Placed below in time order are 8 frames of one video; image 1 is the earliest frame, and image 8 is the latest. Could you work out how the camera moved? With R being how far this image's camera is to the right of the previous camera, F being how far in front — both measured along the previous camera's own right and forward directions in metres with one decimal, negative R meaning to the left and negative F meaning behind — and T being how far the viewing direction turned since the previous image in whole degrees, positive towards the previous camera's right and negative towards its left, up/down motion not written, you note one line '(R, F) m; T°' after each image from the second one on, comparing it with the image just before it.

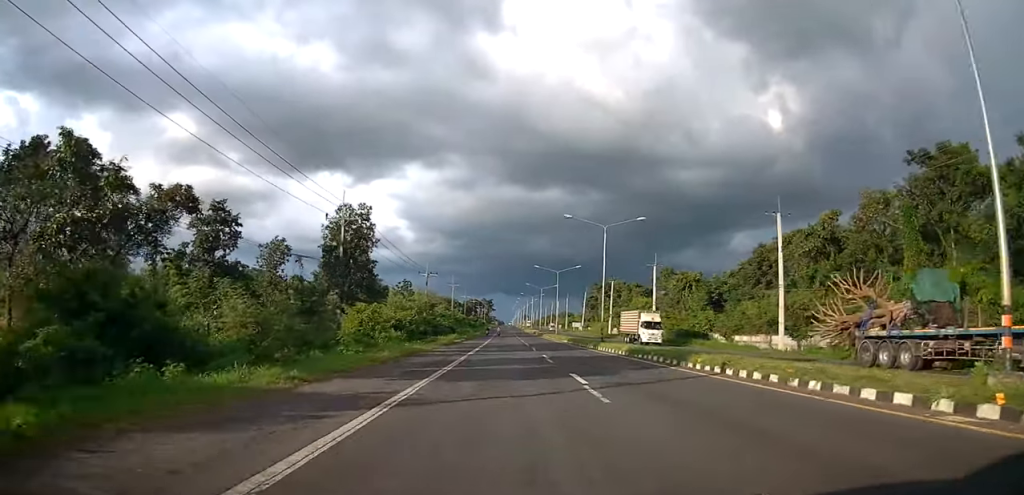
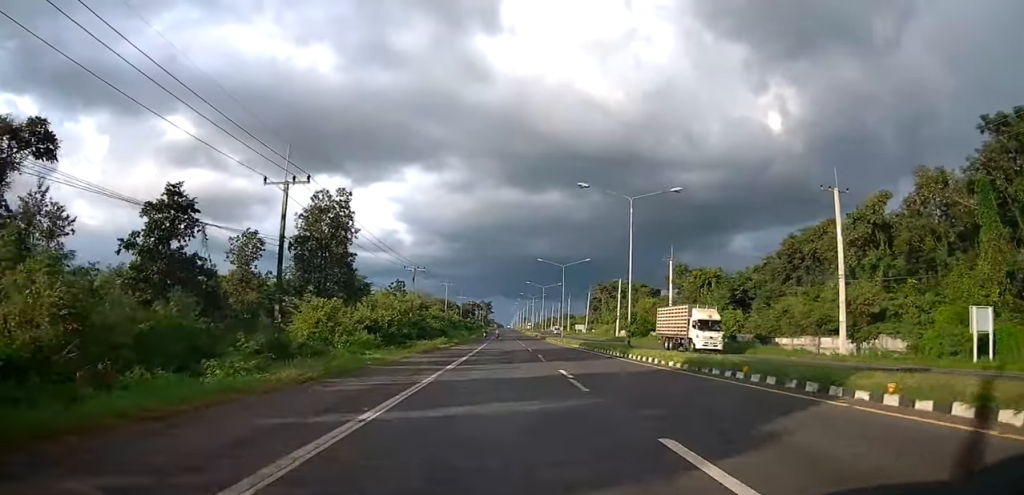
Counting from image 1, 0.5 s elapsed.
(+0.2, +9.7) m; +1°
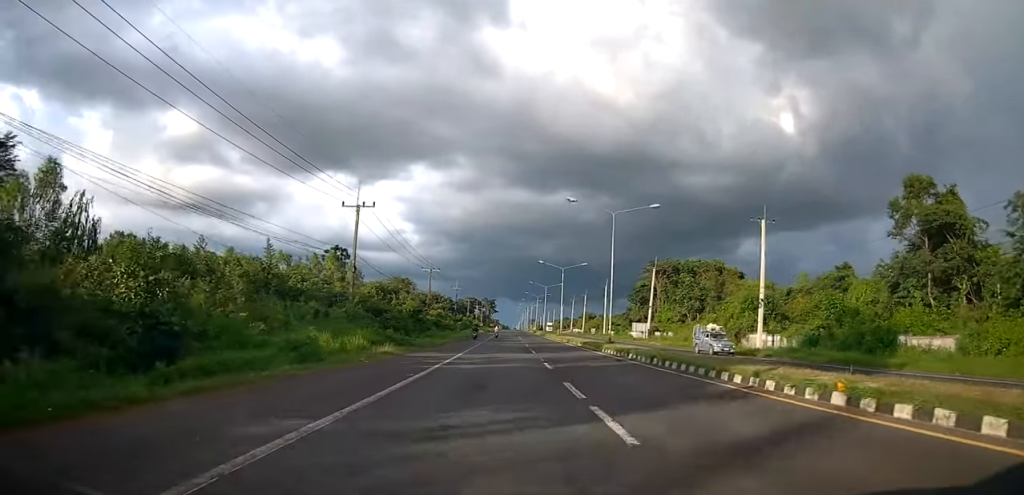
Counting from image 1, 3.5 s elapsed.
(+0.7, +65.8) m; -1°
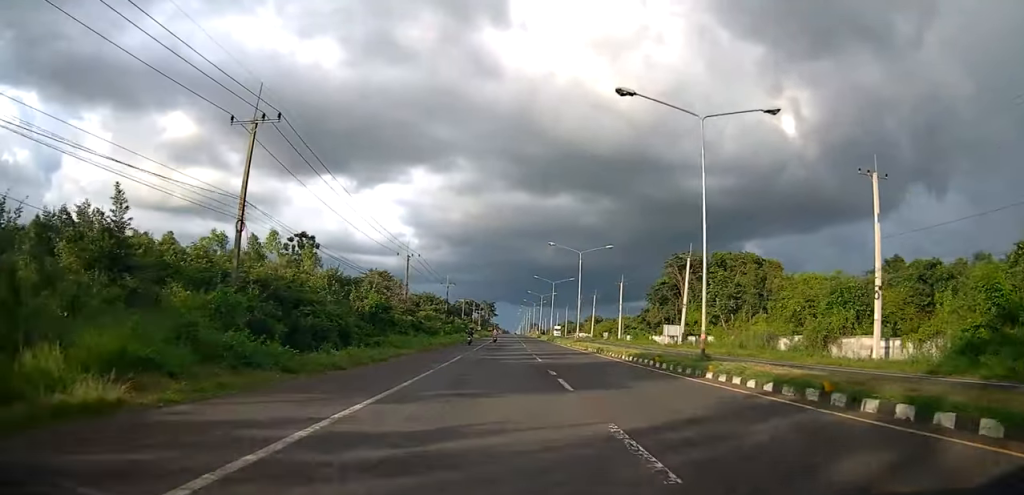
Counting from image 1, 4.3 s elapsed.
(-0.4, +17.9) m; 0°
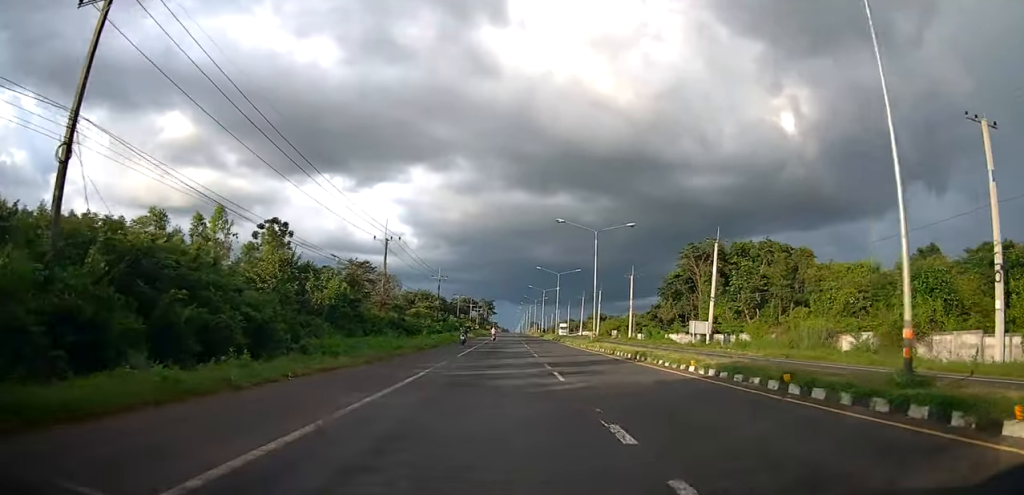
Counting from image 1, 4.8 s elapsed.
(+0.4, +10.6) m; 0°
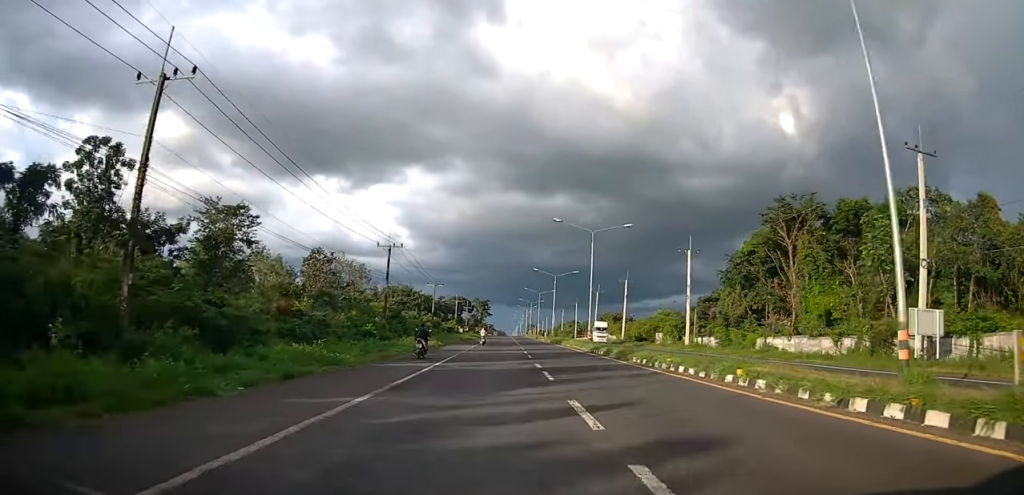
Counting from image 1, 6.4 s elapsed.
(-0.3, +35.4) m; +1°
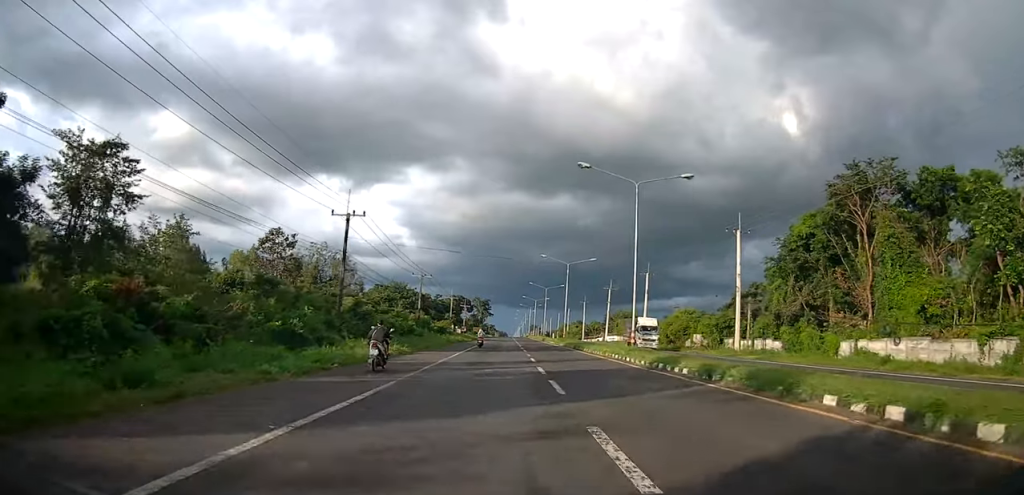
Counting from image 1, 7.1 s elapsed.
(+0.5, +15.0) m; +1°
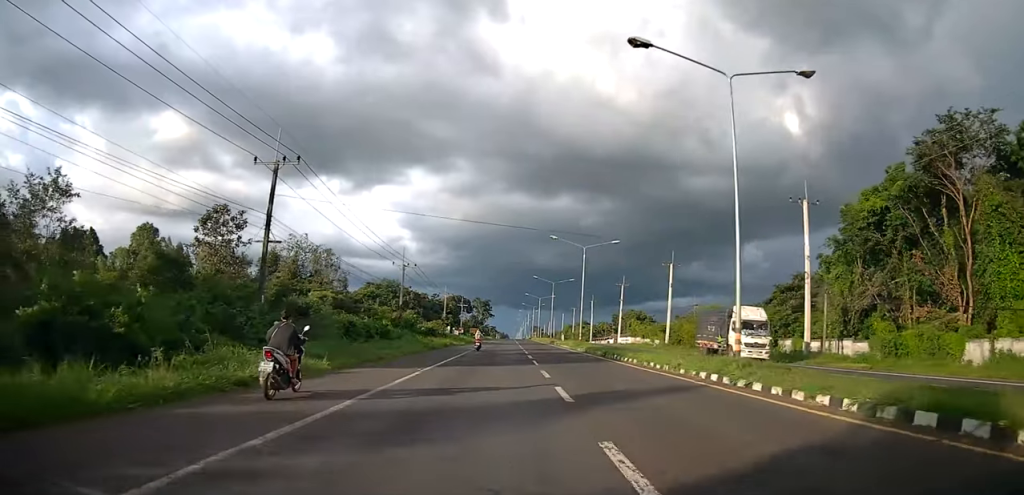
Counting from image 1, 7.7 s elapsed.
(-0.1, +13.2) m; 0°
